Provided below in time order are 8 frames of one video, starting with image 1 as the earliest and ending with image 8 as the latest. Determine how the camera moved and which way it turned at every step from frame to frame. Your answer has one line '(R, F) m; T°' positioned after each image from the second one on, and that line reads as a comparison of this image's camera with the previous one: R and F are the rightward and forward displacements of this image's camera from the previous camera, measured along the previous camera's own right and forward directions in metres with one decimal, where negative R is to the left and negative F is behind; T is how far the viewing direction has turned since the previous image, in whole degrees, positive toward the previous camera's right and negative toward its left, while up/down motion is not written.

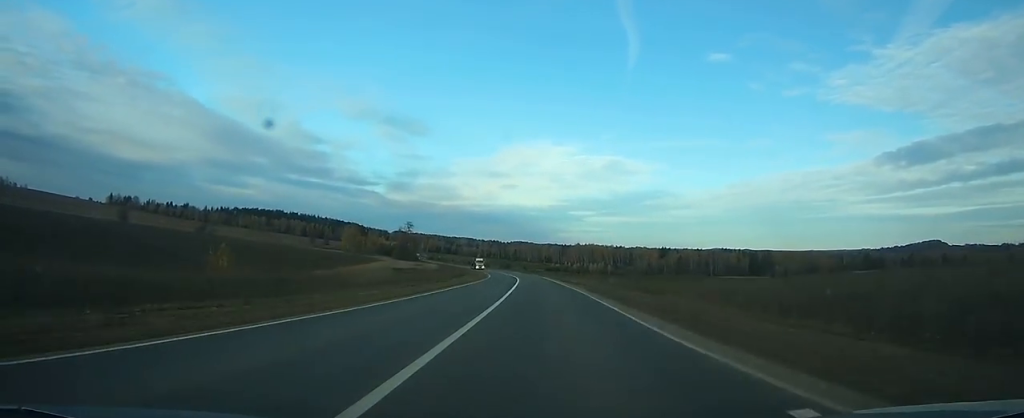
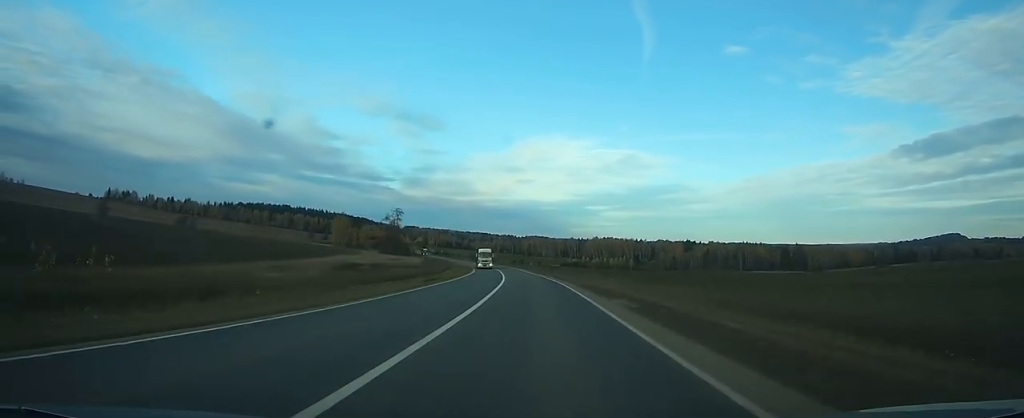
(-0.5, +45.0) m; -2°
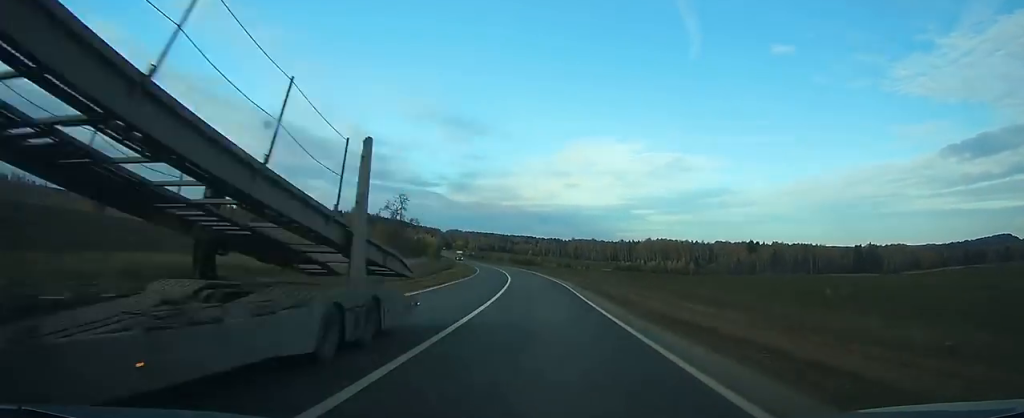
(-1.1, +57.6) m; -3°
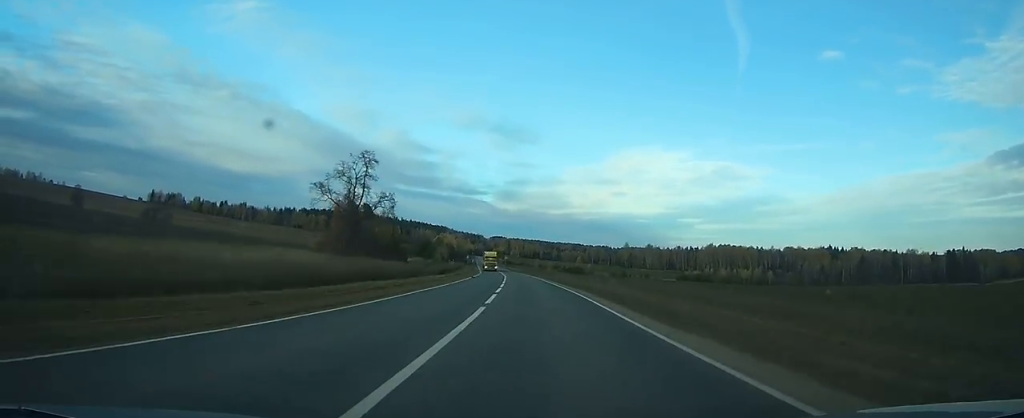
(-3.0, +70.5) m; -5°
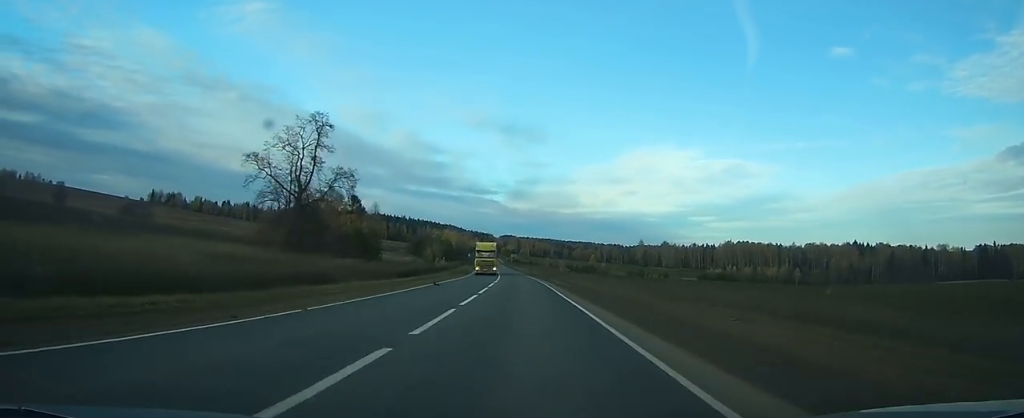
(-0.3, +25.5) m; -2°
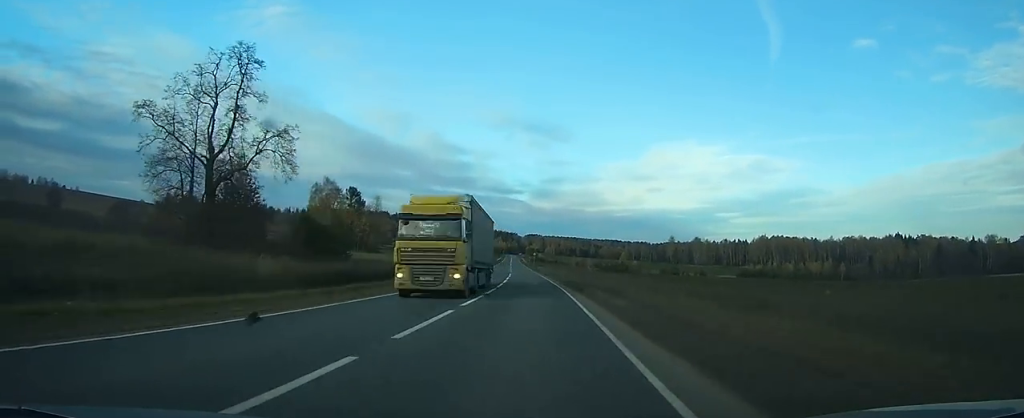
(-0.4, +25.7) m; -2°
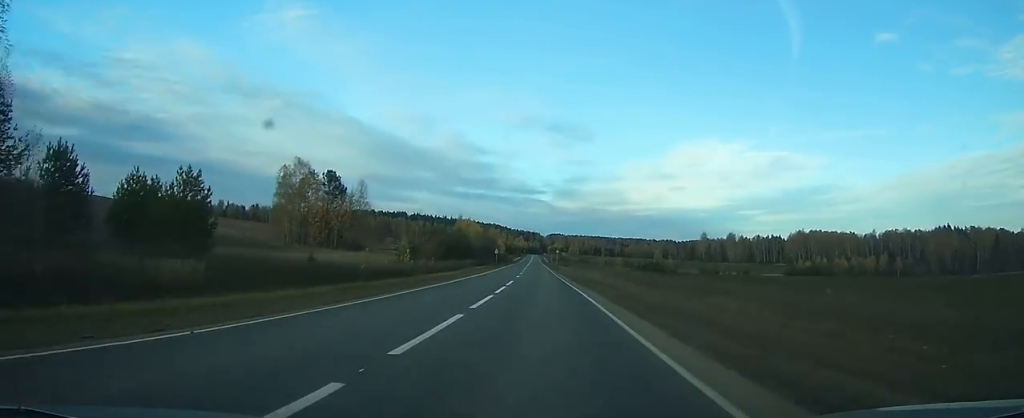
(-0.4, +34.5) m; -2°
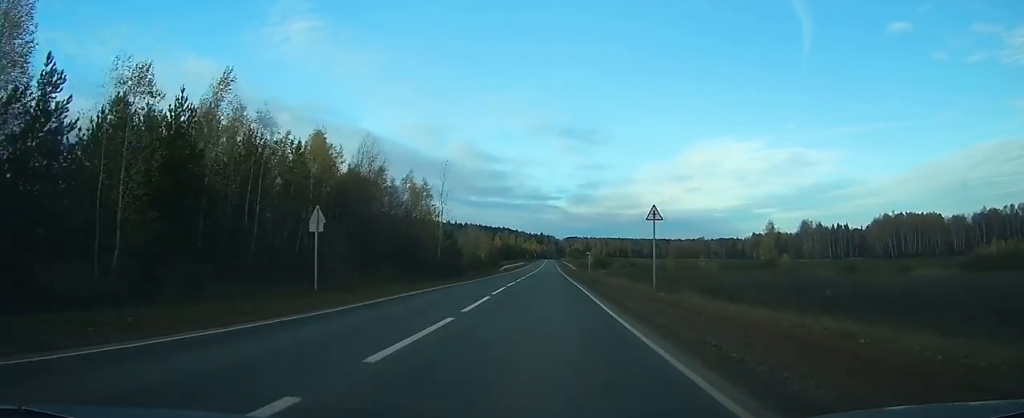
(-5.3, +115.7) m; -3°
